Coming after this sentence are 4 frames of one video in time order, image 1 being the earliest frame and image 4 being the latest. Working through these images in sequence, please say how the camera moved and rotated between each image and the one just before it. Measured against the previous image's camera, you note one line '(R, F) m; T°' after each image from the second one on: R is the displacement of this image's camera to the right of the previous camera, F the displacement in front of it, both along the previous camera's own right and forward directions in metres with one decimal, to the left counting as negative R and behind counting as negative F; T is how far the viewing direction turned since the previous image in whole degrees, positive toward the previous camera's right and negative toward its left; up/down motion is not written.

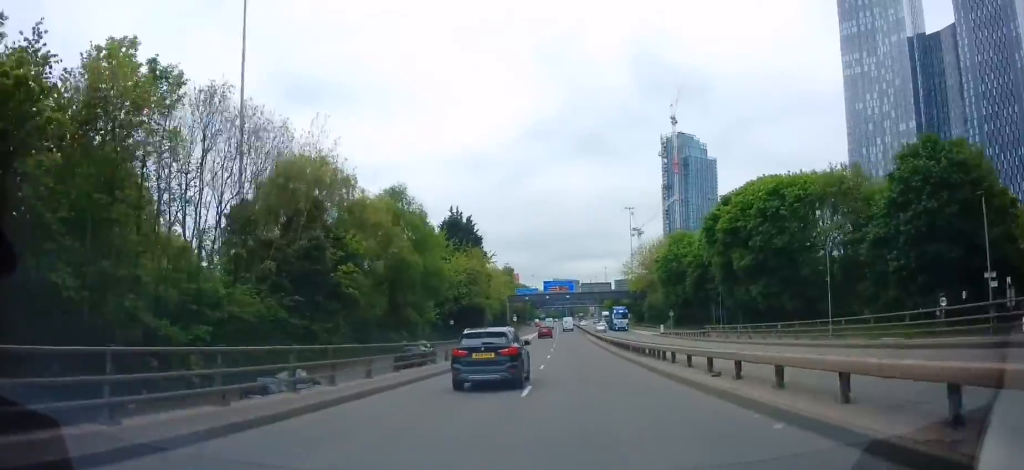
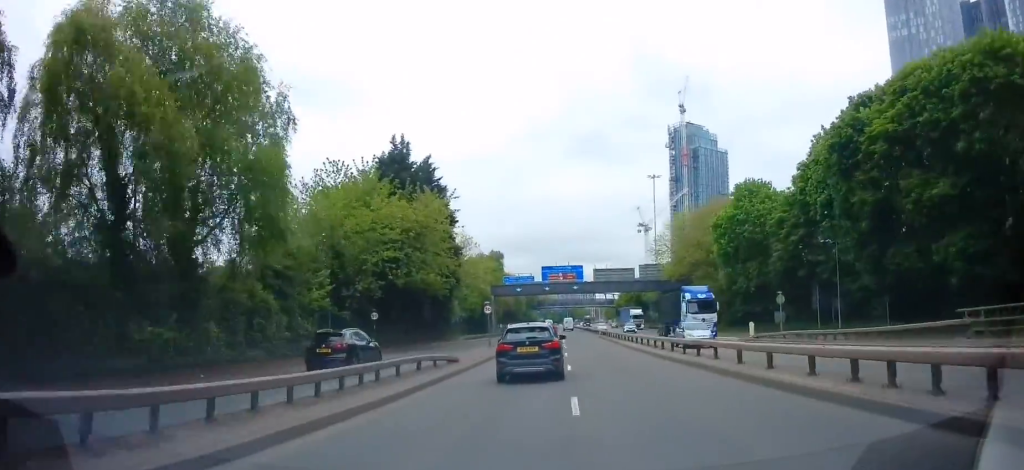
(-0.8, +34.5) m; -2°
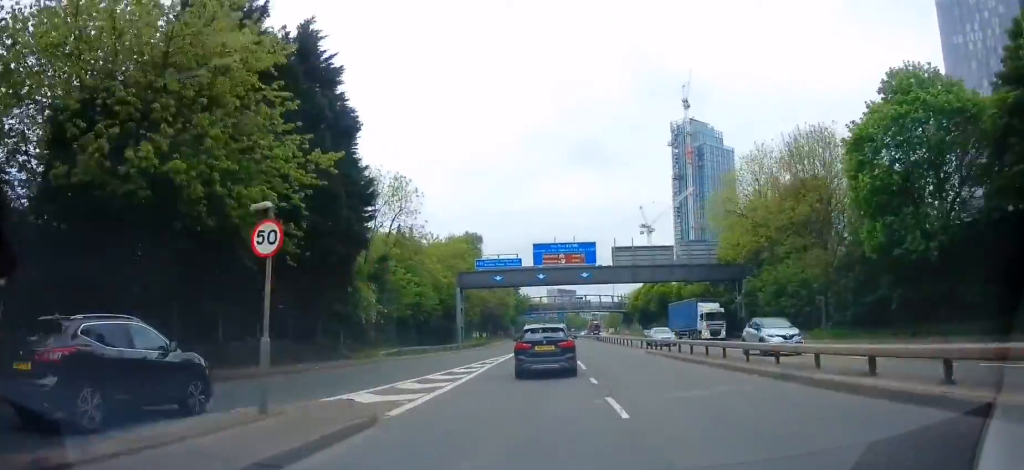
(0.0, +32.5) m; 0°
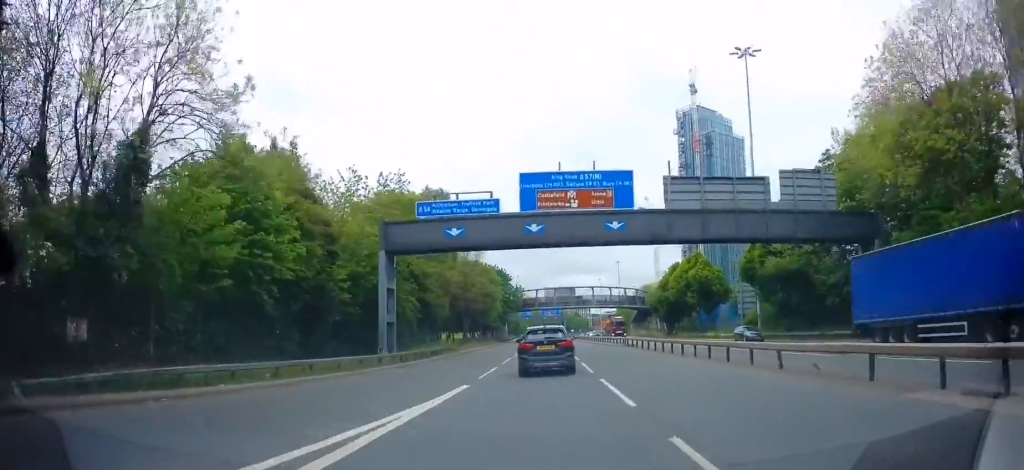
(0.0, +26.8) m; 0°
